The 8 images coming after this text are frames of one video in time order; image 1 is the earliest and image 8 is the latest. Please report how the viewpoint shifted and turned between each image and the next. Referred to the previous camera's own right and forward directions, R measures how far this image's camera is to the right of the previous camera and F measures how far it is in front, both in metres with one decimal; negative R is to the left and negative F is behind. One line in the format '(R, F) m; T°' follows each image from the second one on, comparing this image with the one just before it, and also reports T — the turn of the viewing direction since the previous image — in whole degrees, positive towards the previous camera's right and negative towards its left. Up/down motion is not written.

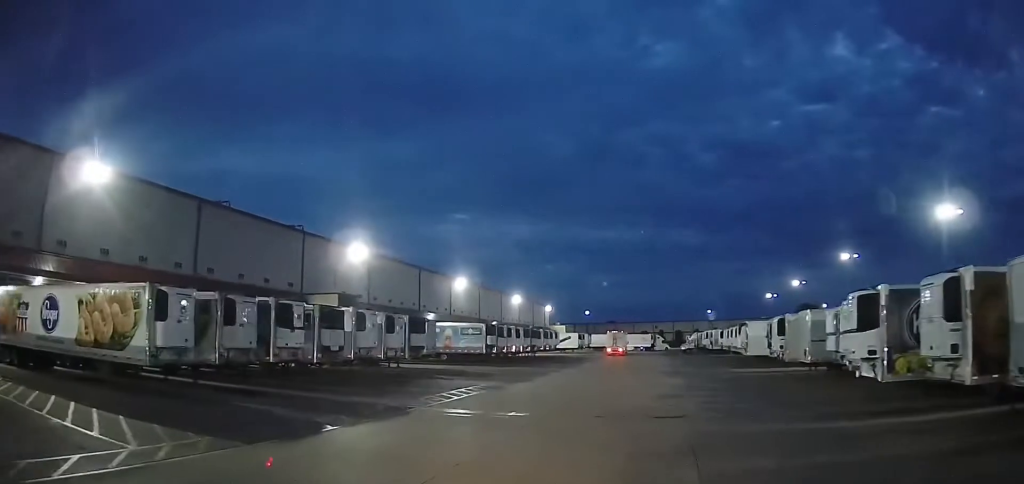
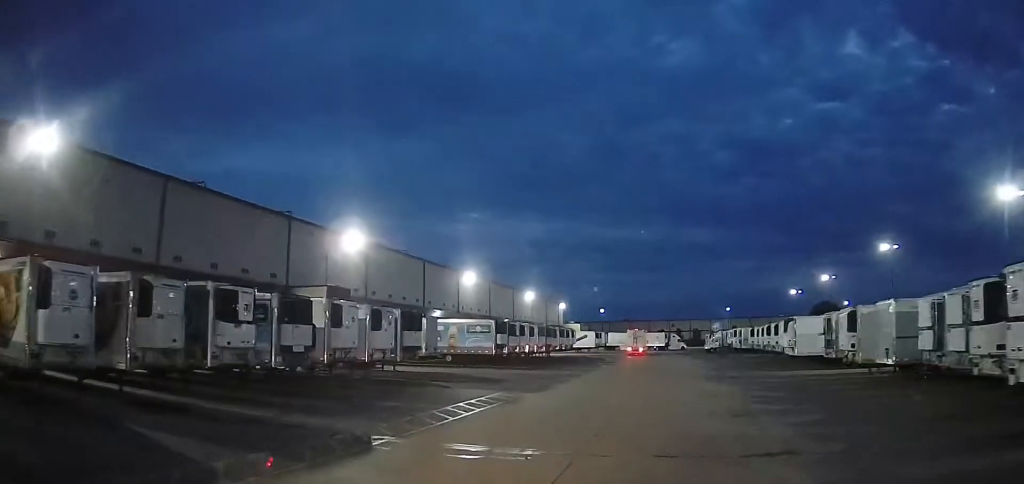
(+0.1, +6.8) m; +2°
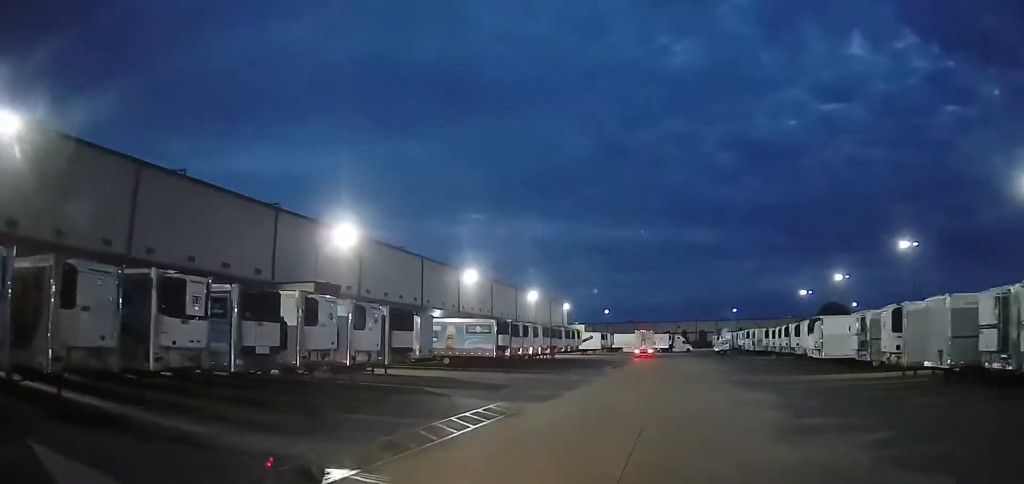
(0.0, +3.8) m; 0°
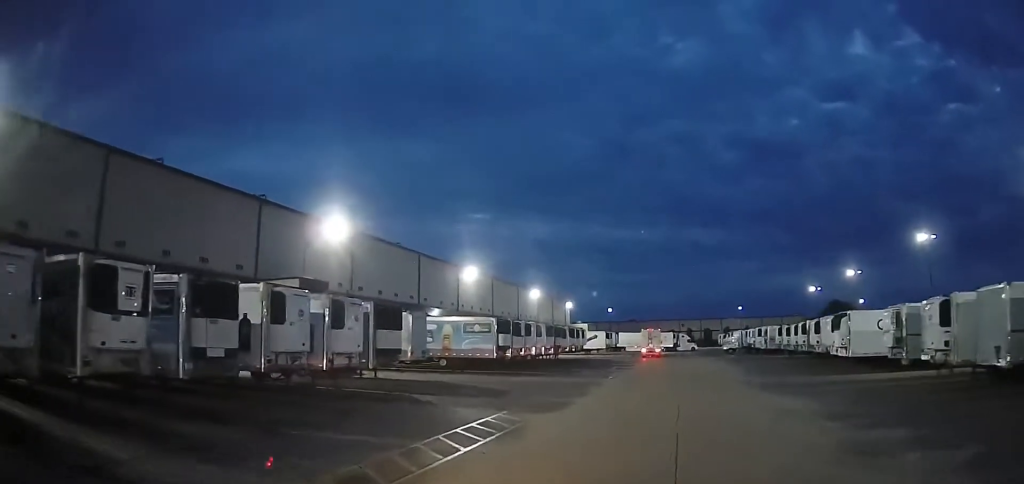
(0.0, +3.3) m; 0°
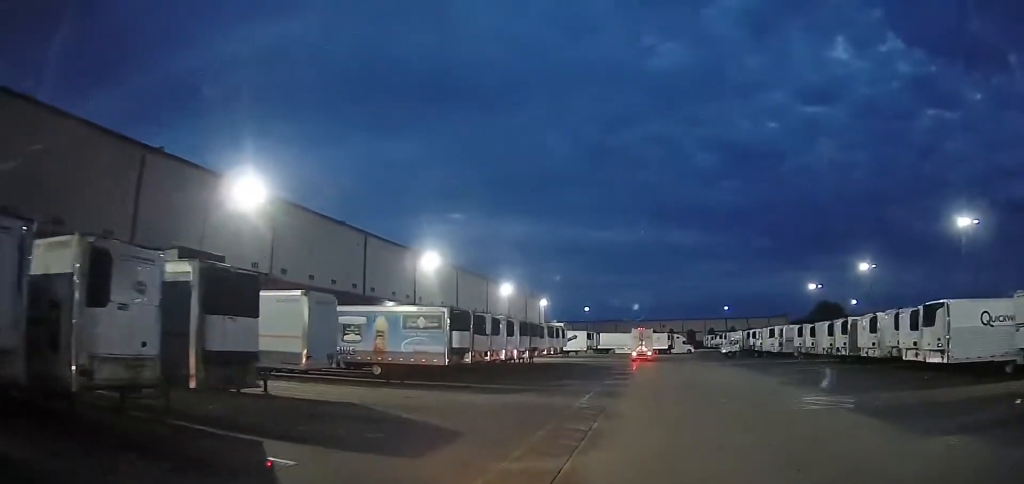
(0.0, +11.3) m; 0°
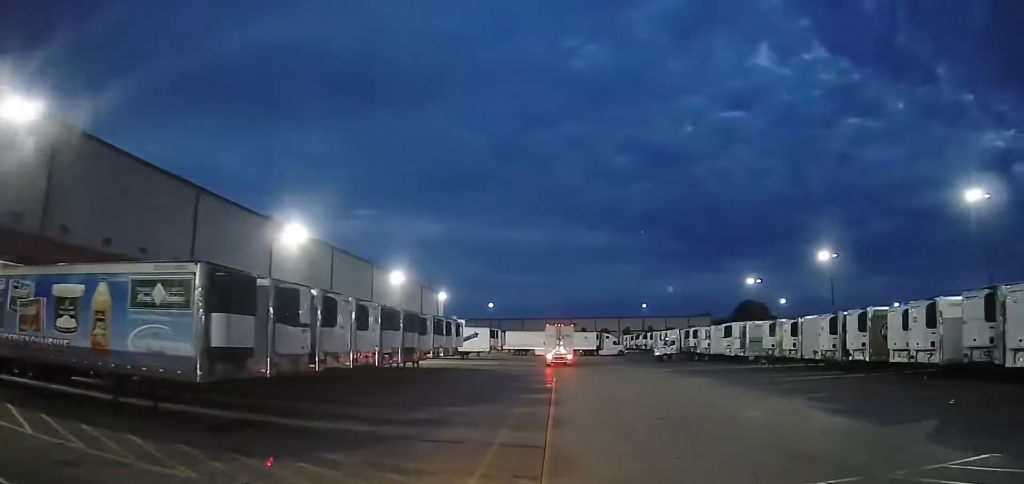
(+0.3, +14.4) m; +7°
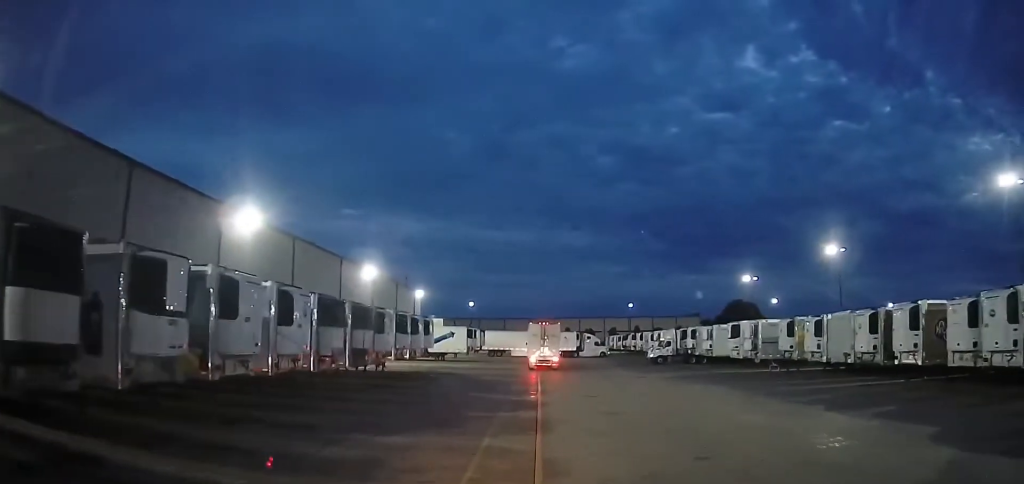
(+0.6, +6.4) m; +4°
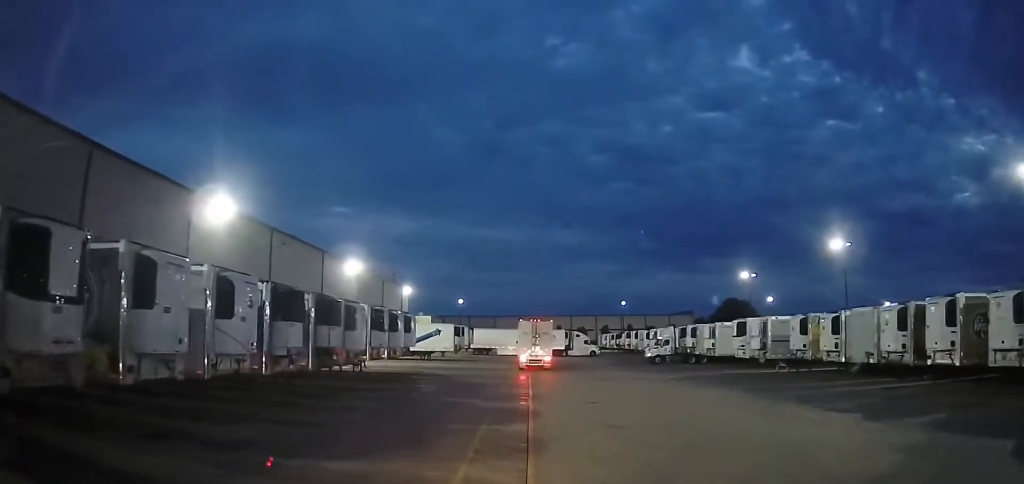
(-0.1, +3.2) m; 0°
